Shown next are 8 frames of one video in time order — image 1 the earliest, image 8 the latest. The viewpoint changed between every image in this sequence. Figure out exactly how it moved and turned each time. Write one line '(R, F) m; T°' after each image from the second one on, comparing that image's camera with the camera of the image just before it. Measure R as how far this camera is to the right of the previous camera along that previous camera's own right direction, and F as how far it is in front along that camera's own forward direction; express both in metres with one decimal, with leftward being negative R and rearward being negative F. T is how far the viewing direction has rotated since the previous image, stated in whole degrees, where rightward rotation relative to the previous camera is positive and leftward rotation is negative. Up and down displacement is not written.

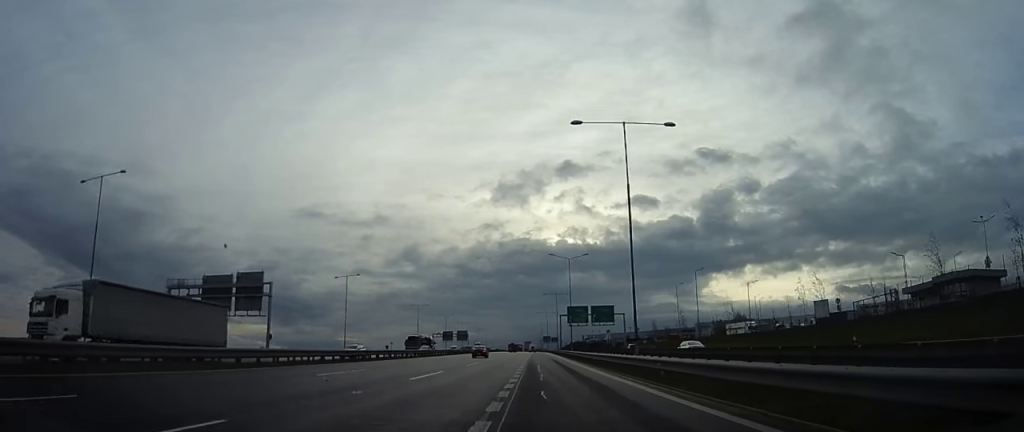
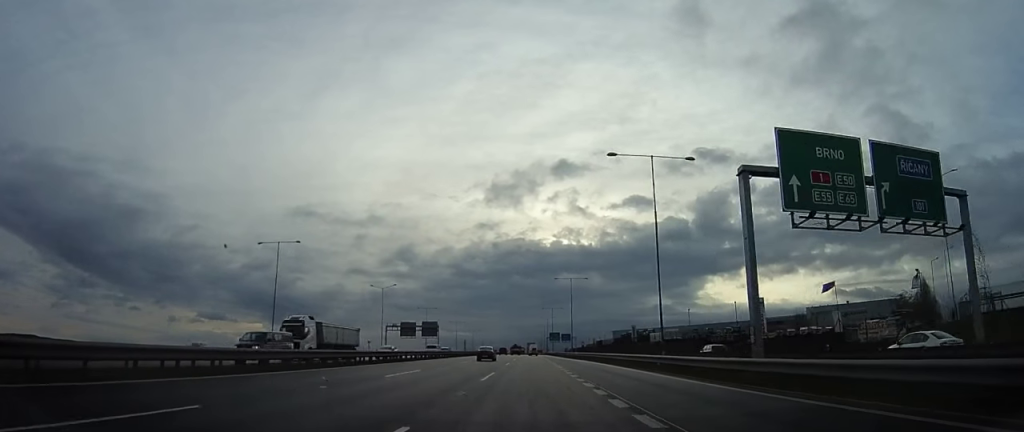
(-1.3, +87.9) m; 0°
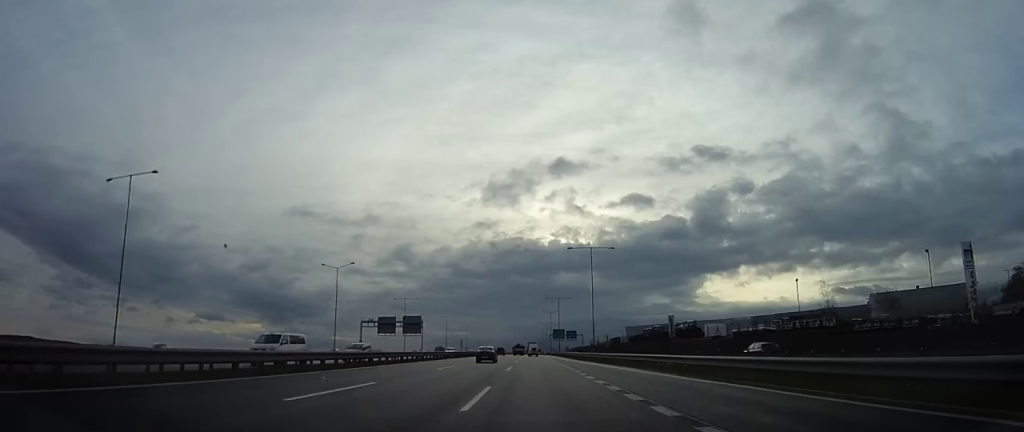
(+0.4, +27.0) m; +1°
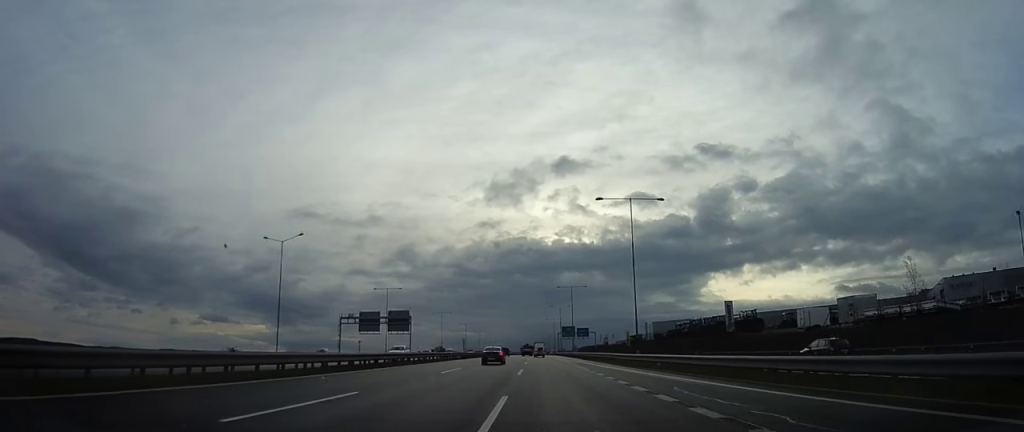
(0.0, +21.1) m; 0°
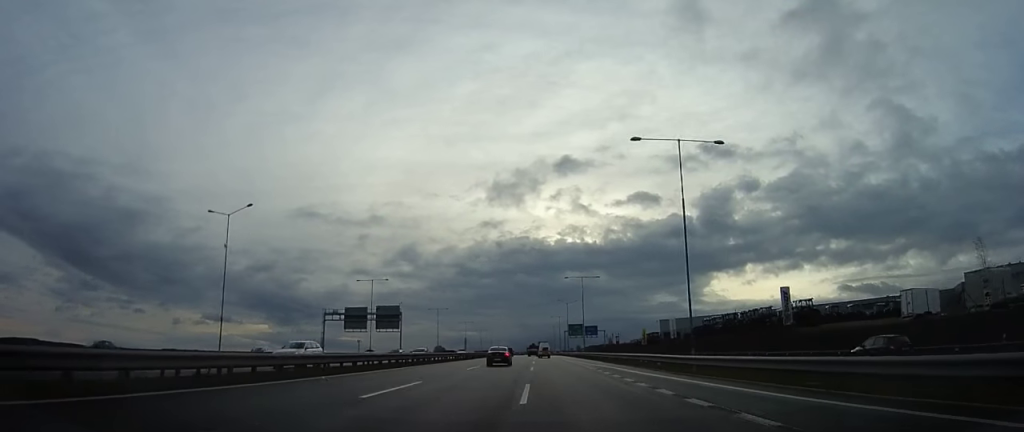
(0.0, +13.0) m; -1°
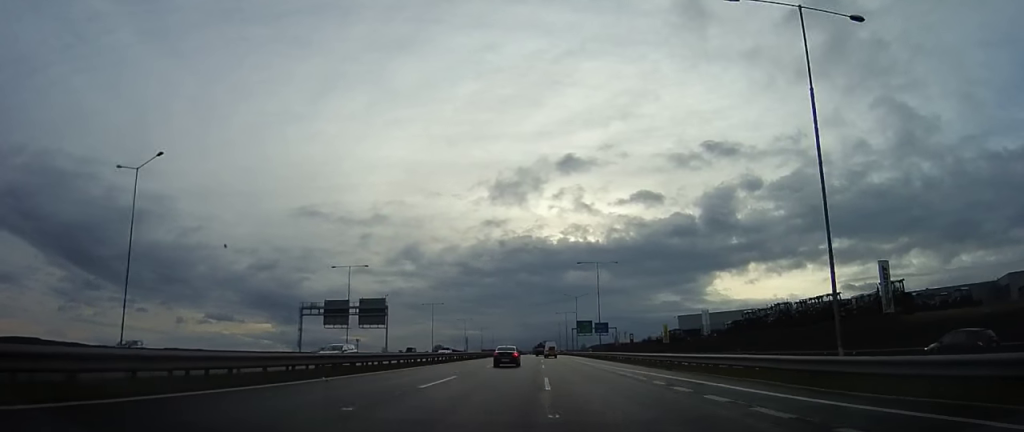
(+0.1, +14.1) m; -1°
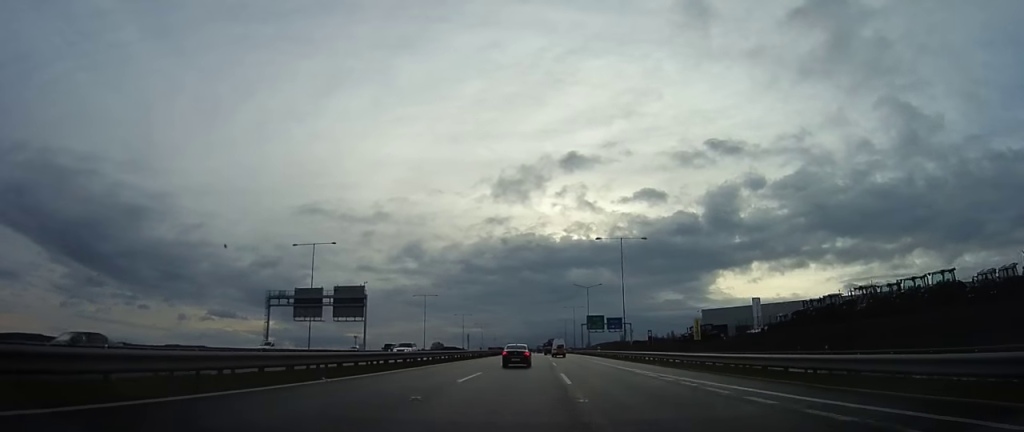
(-0.2, +15.4) m; -1°
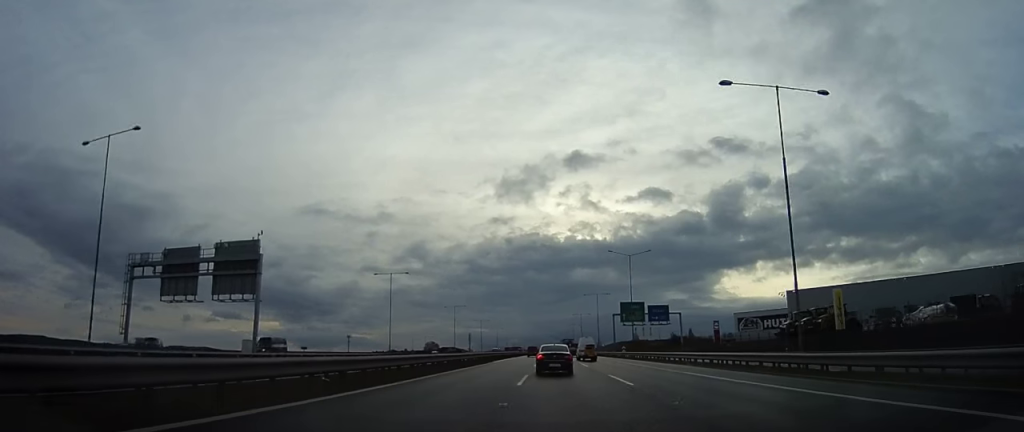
(-0.5, +37.1) m; -1°
